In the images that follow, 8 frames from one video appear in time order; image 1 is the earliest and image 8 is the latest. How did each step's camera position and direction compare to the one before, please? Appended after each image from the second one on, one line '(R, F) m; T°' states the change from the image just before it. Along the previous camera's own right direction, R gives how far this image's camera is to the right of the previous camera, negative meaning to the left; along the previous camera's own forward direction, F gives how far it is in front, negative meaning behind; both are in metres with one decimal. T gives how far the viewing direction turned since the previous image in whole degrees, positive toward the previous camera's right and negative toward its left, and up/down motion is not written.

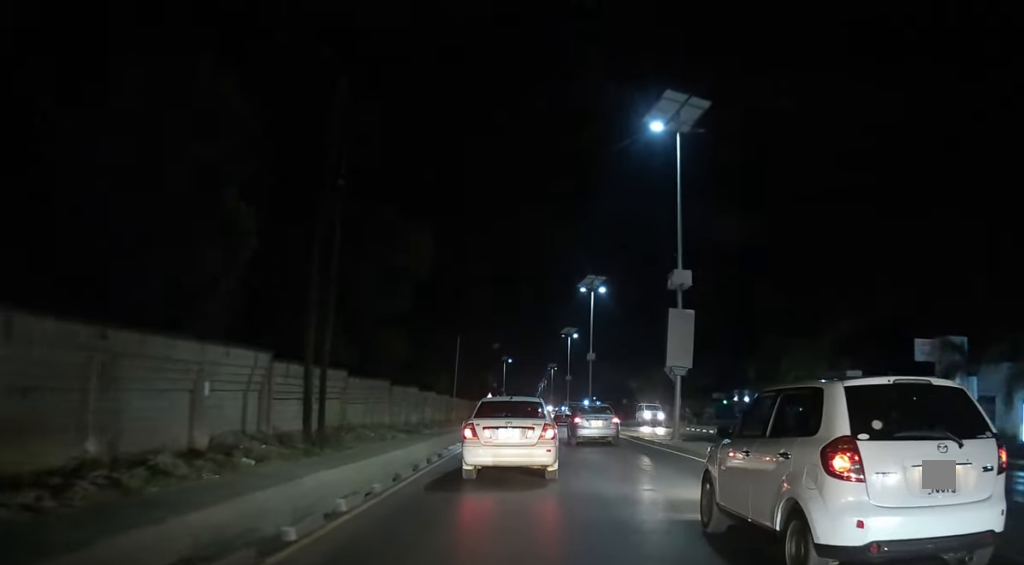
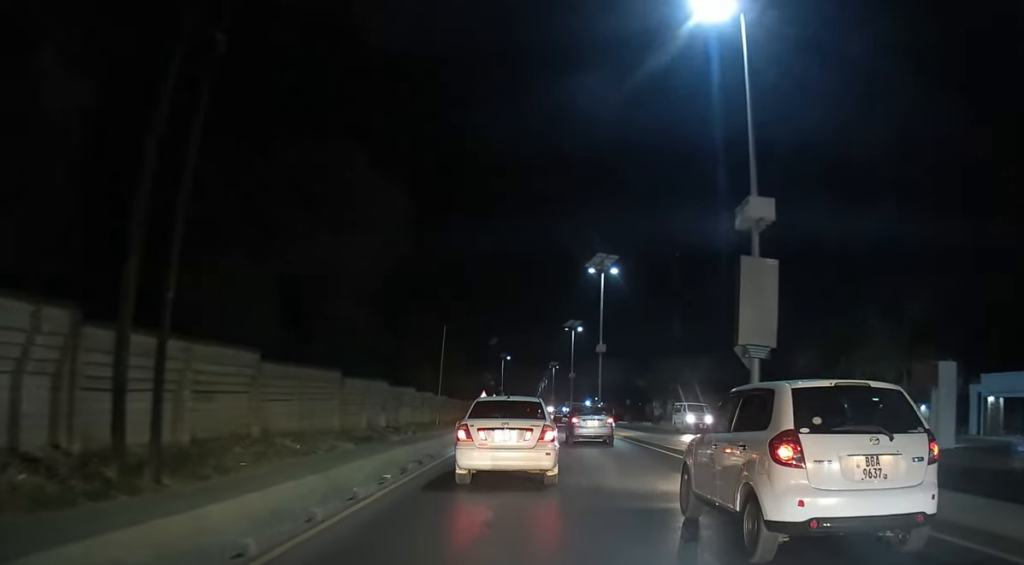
(0.0, +8.8) m; +1°
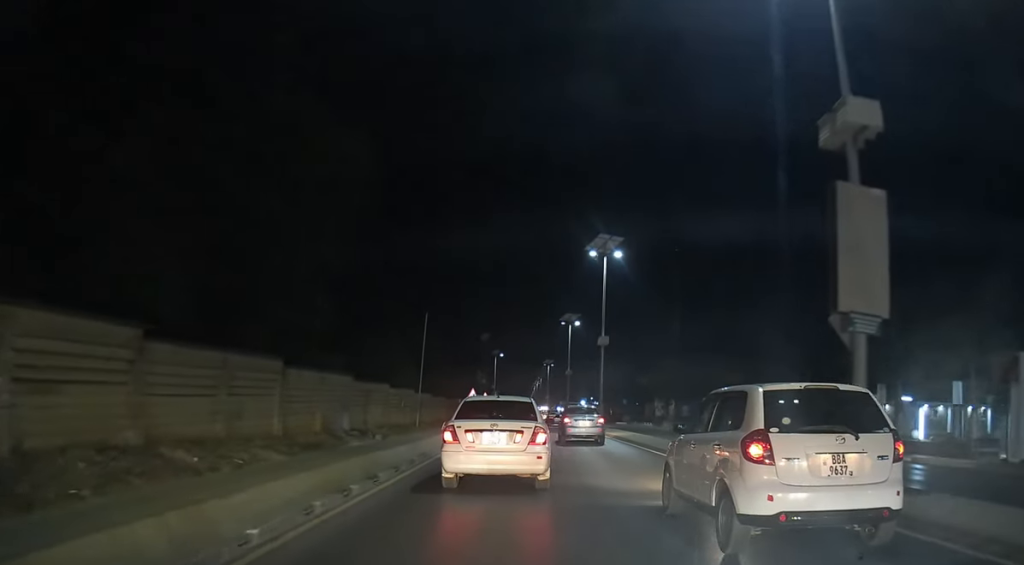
(0.0, +5.7) m; +1°
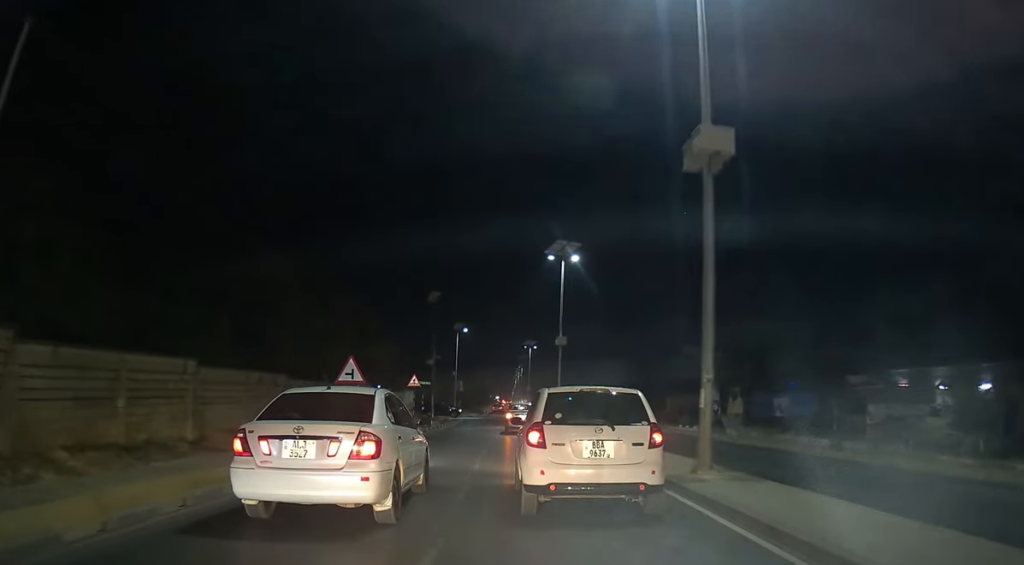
(+0.7, +34.4) m; +1°
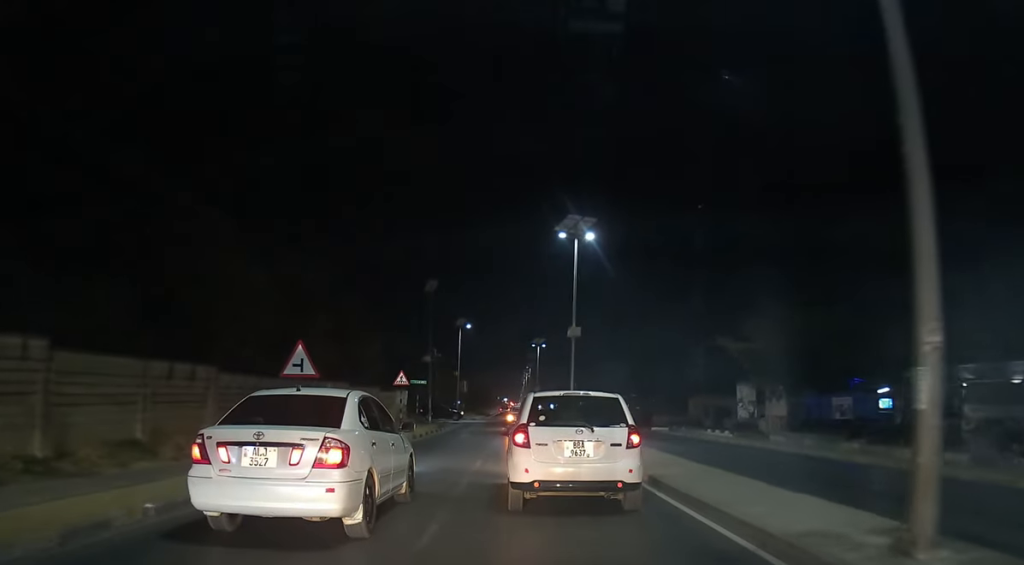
(0.0, +7.0) m; -1°
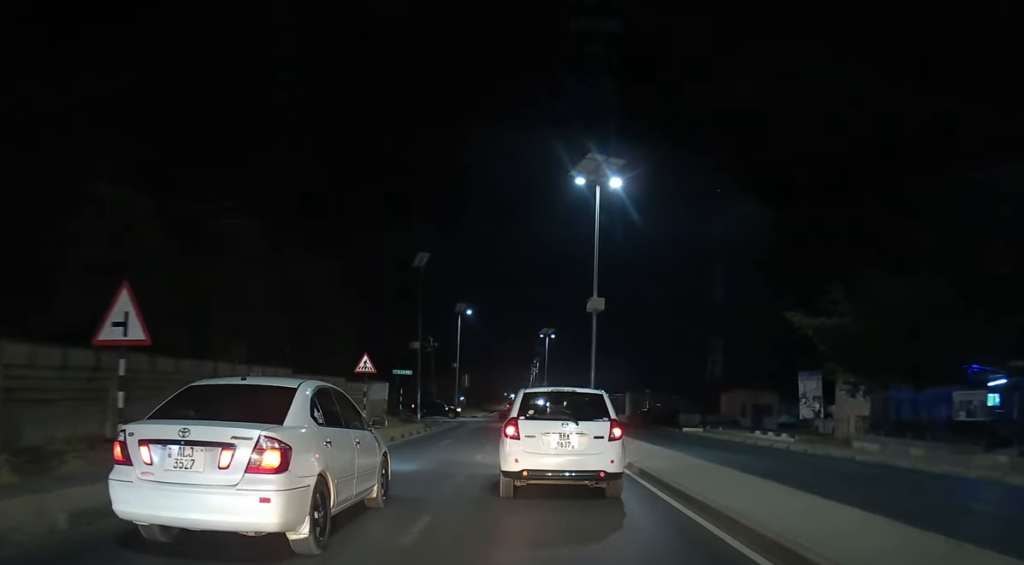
(0.0, +9.8) m; -2°
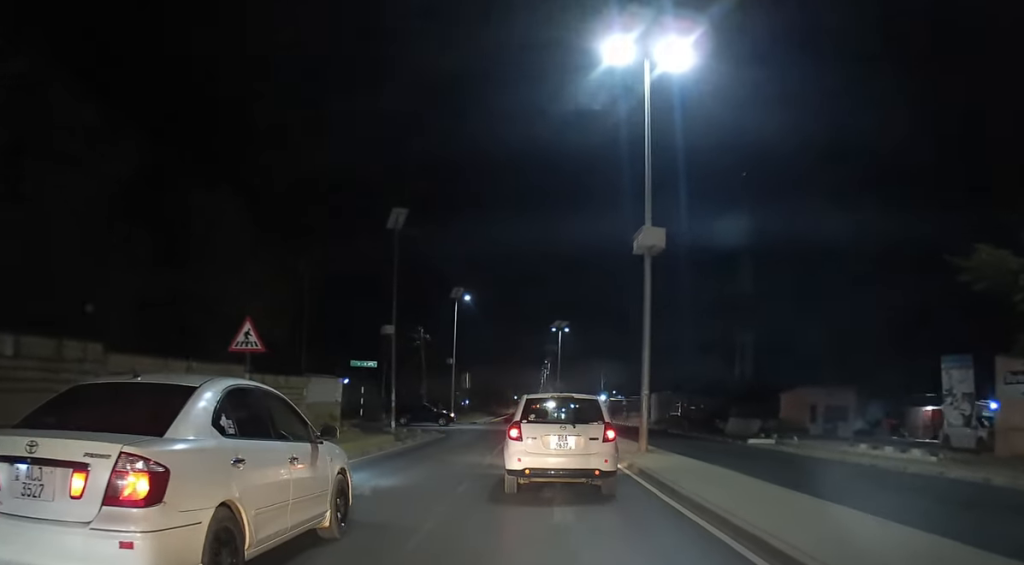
(-0.5, +13.1) m; -1°
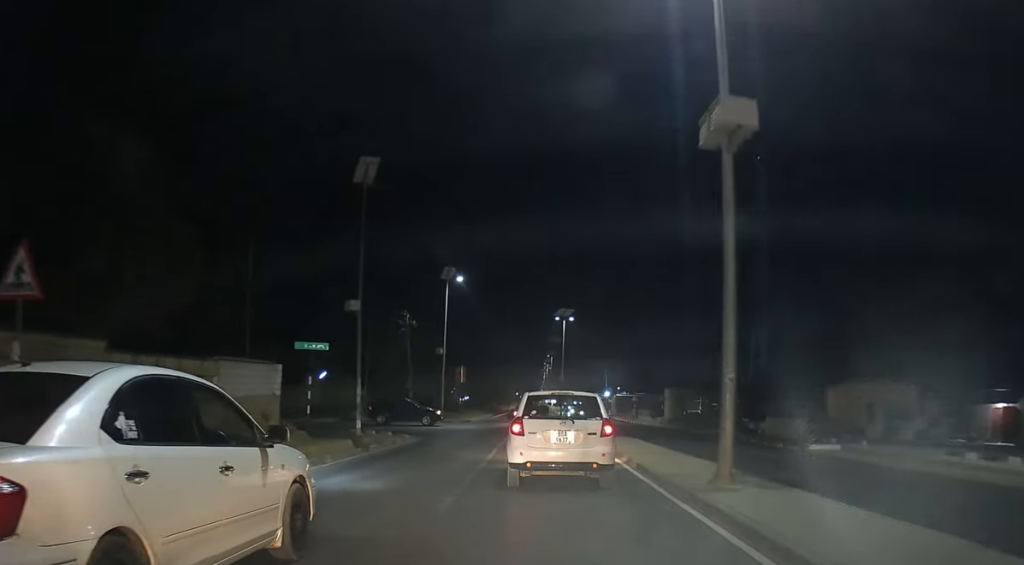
(+0.1, +8.2) m; 0°
